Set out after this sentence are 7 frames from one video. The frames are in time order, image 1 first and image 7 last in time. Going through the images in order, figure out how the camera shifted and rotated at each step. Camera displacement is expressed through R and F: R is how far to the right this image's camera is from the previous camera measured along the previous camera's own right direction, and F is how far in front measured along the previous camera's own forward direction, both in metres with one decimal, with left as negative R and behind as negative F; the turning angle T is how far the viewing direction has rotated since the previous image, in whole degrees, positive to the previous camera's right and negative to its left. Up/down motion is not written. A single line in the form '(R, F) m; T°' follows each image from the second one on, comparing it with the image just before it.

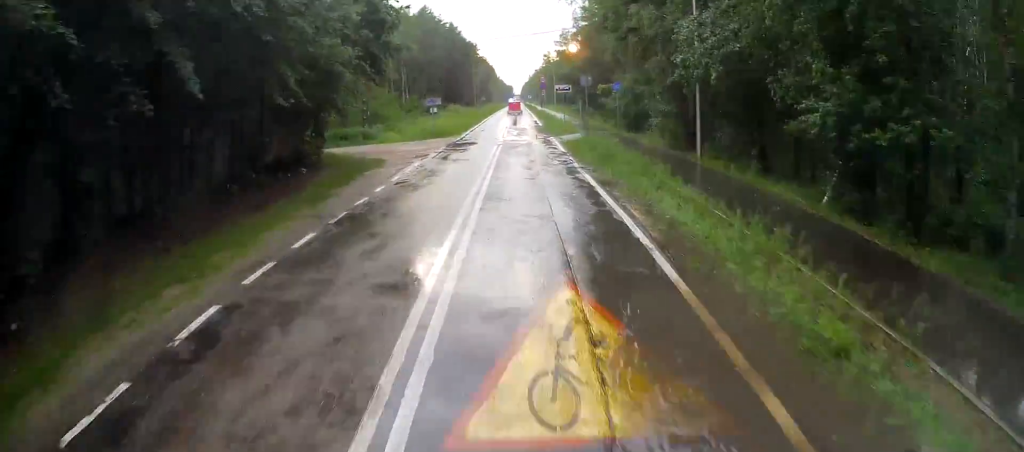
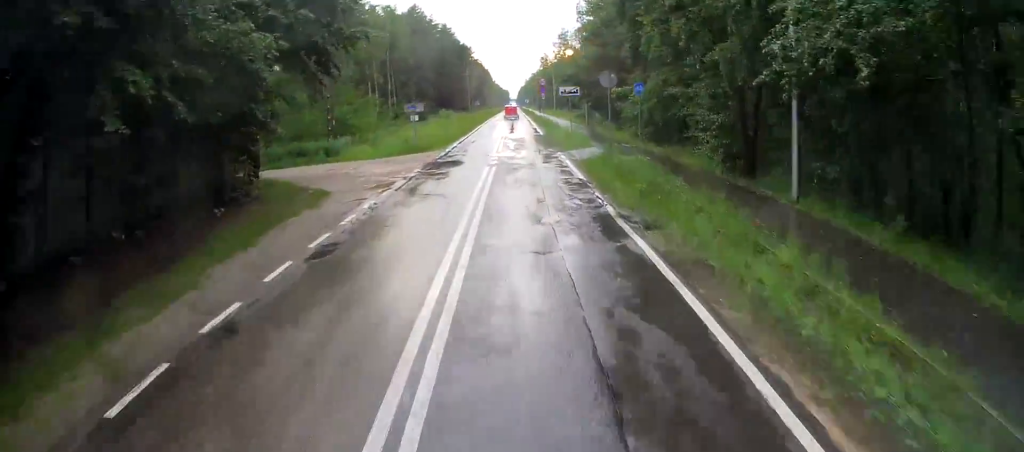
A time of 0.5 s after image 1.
(-0.2, +7.6) m; 0°
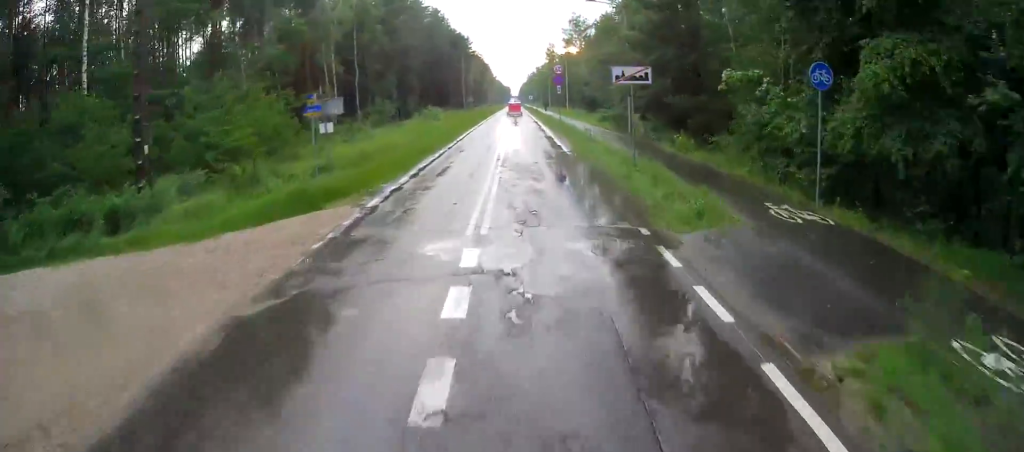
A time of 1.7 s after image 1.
(-0.1, +18.9) m; +1°
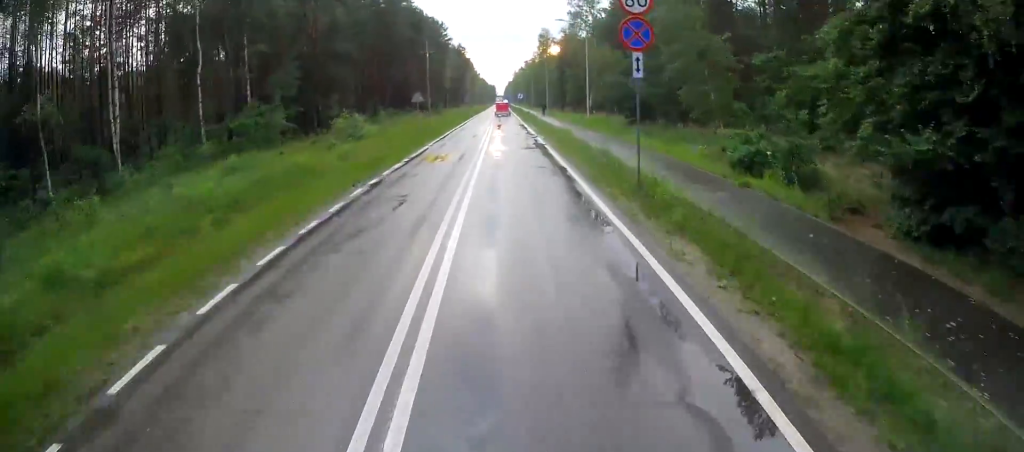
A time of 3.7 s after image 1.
(+0.9, +32.0) m; +2°
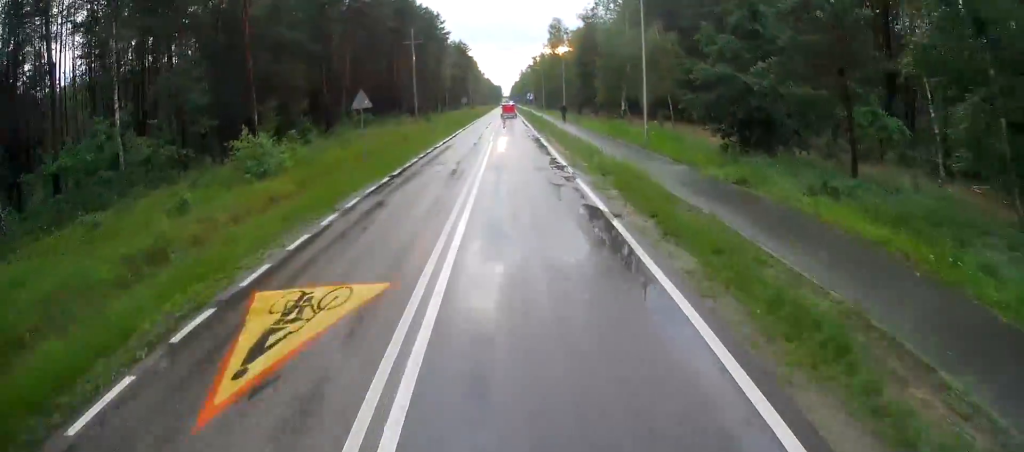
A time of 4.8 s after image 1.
(-0.1, +16.9) m; -1°
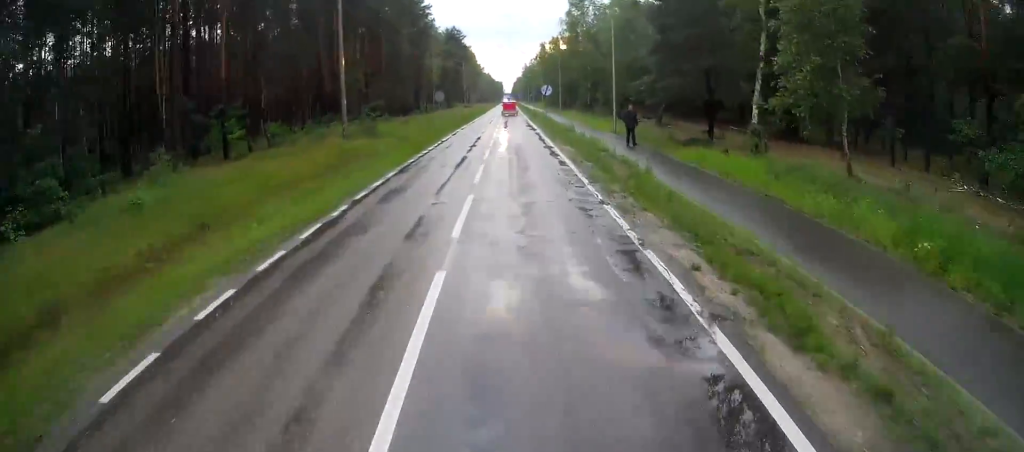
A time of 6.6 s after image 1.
(+0.2, +29.9) m; +1°
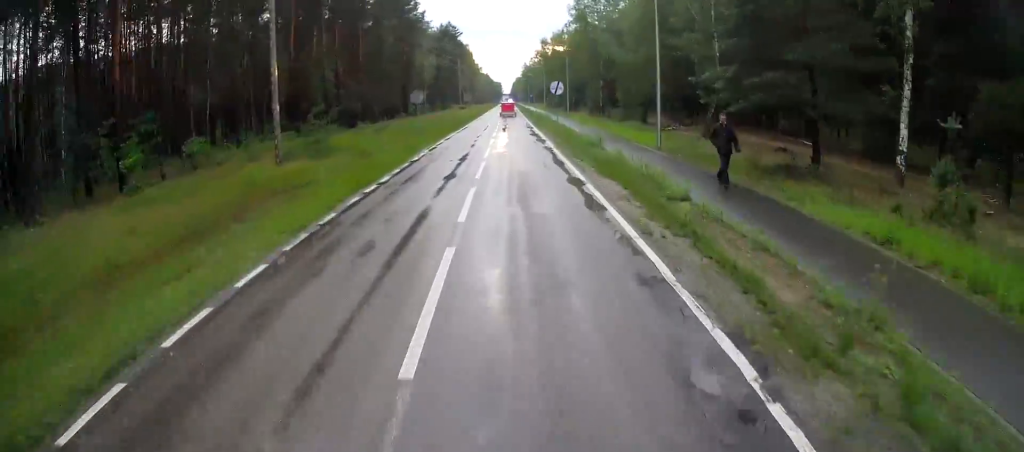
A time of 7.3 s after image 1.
(+0.1, +10.8) m; 0°
